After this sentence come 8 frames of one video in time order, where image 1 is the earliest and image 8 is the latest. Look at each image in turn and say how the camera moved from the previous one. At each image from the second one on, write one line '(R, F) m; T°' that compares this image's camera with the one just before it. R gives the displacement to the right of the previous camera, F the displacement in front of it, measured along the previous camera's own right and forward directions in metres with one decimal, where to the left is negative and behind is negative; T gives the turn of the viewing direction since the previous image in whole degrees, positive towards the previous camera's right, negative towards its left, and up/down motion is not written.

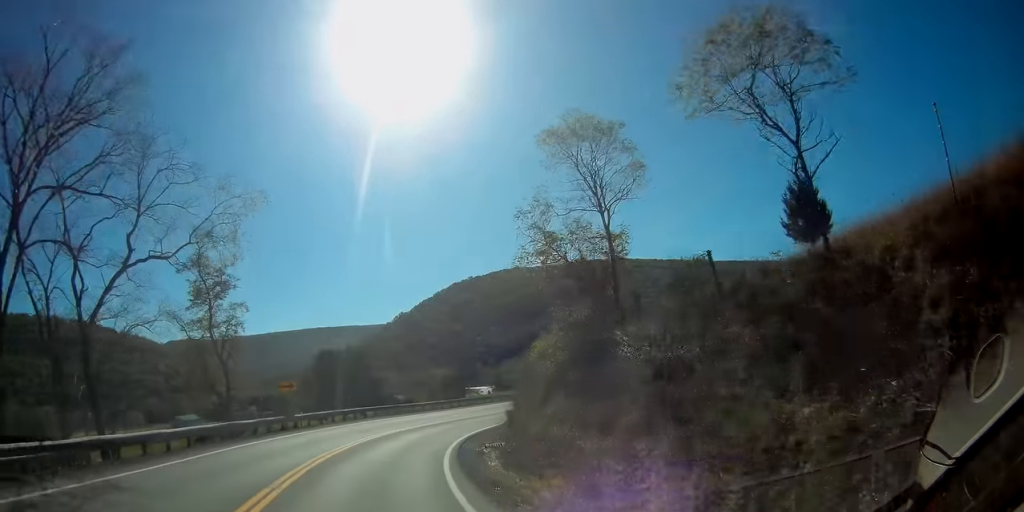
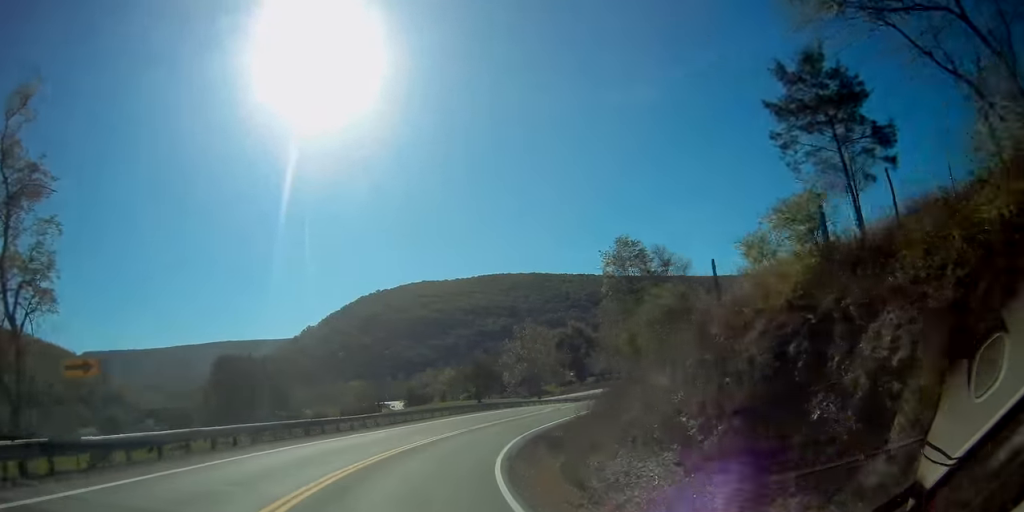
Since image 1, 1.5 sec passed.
(+2.0, +19.6) m; +10°
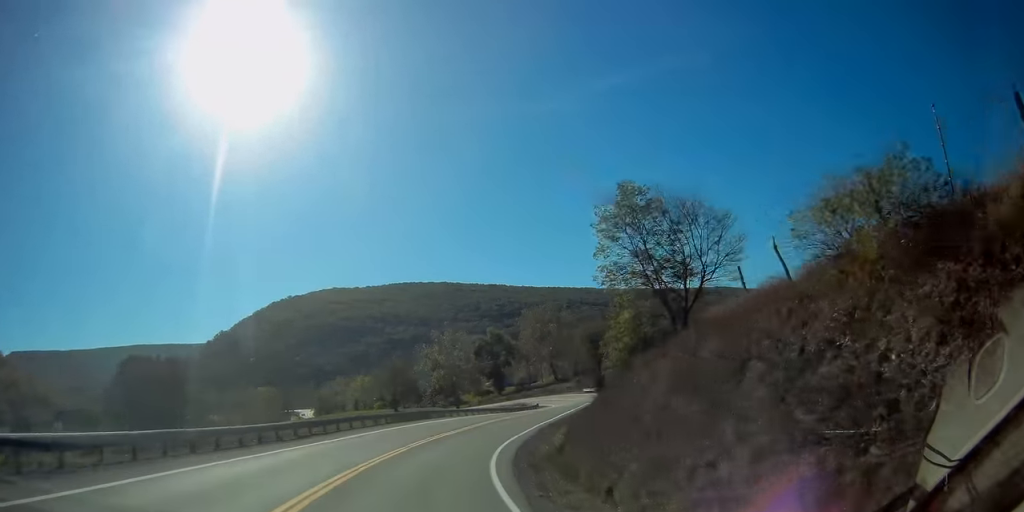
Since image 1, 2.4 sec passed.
(+0.2, +11.0) m; +7°
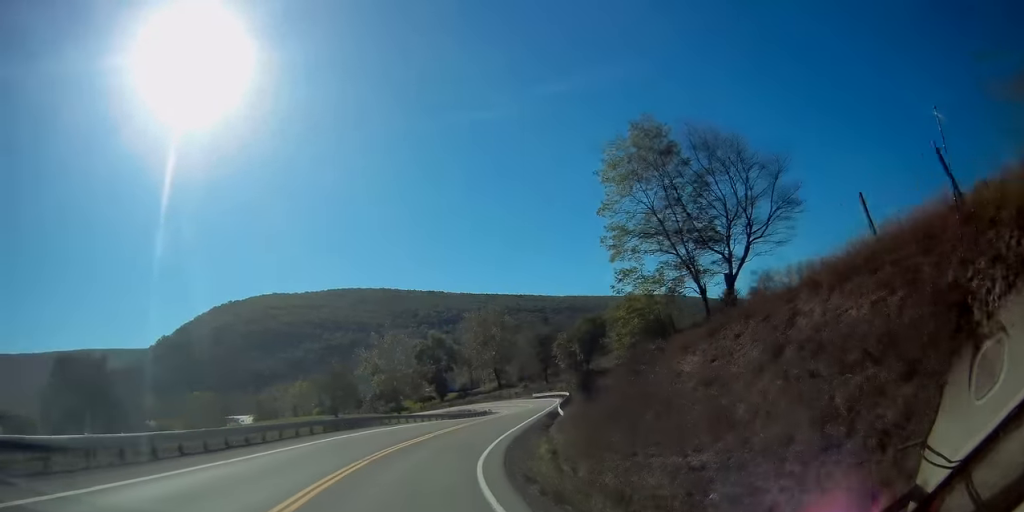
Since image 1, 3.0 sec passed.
(+0.4, +7.1) m; +7°
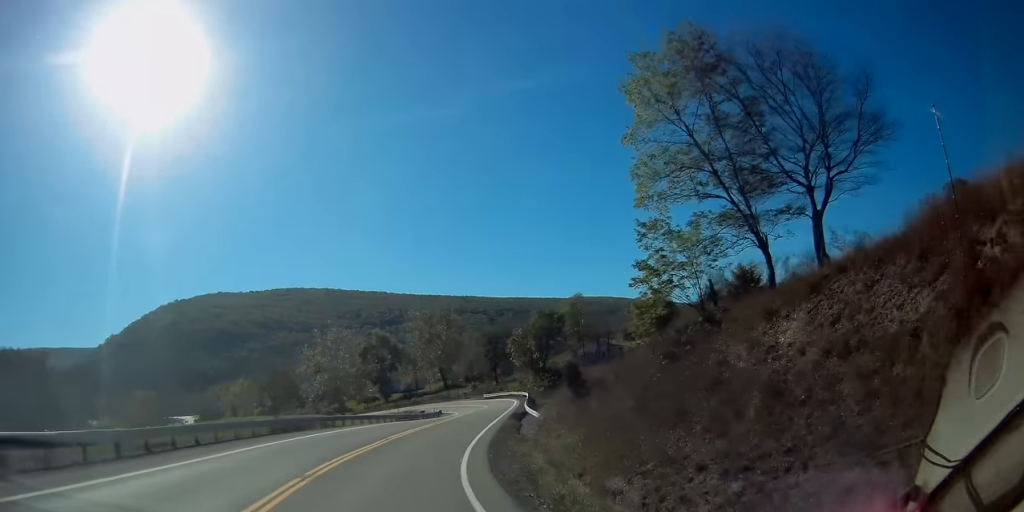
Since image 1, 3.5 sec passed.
(+0.4, +6.4) m; +5°
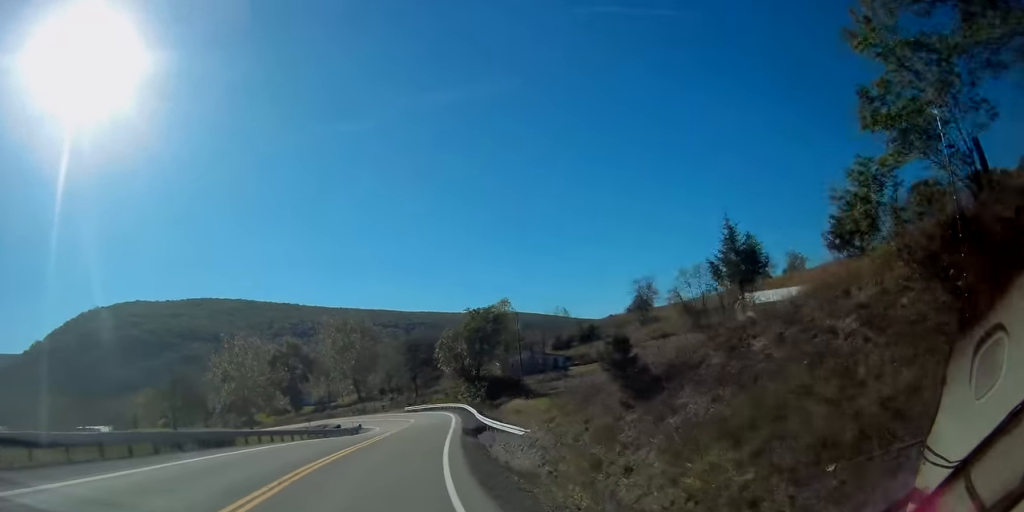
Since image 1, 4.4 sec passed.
(+0.9, +12.2) m; +7°
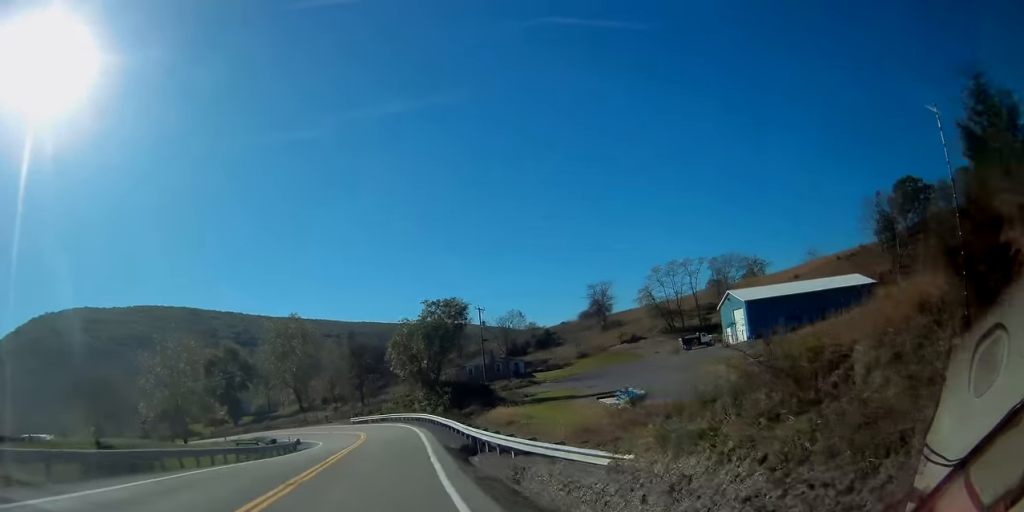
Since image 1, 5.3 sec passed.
(+0.5, +11.5) m; +5°
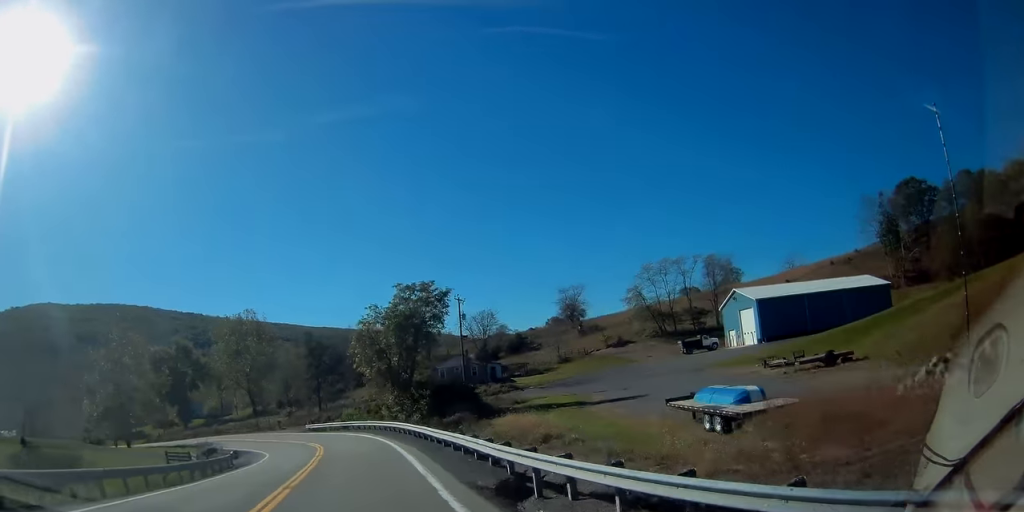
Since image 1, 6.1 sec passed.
(+0.5, +11.4) m; +5°
